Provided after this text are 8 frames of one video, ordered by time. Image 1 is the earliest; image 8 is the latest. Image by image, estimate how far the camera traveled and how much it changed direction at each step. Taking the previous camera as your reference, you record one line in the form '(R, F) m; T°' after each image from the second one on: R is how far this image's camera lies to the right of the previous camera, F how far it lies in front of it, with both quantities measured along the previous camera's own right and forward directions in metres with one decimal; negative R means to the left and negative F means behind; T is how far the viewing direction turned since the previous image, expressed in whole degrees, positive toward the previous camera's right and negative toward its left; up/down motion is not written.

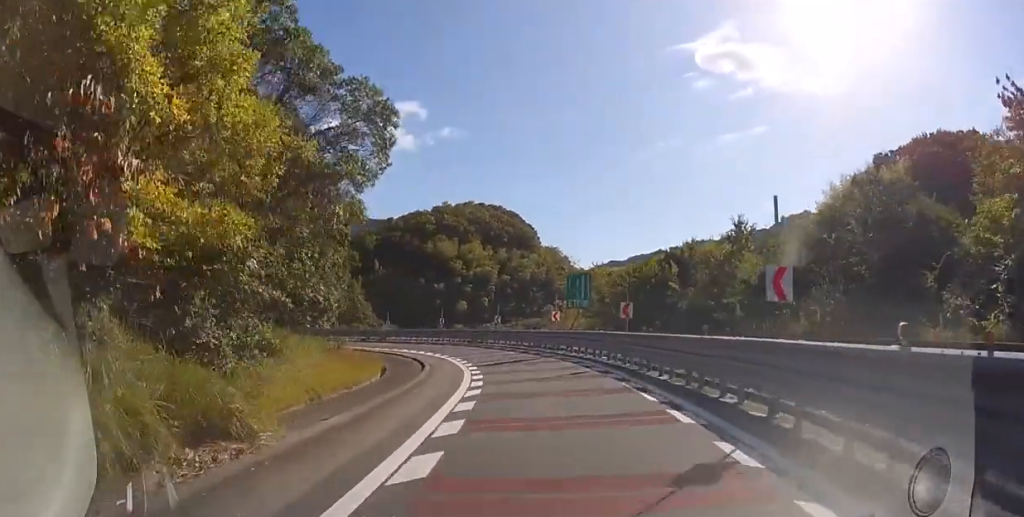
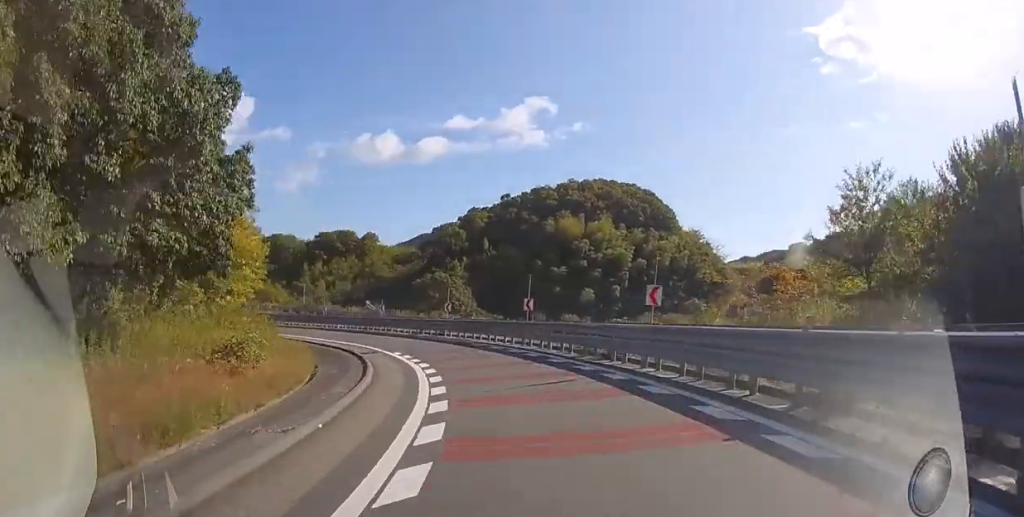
(-2.2, +23.9) m; -13°
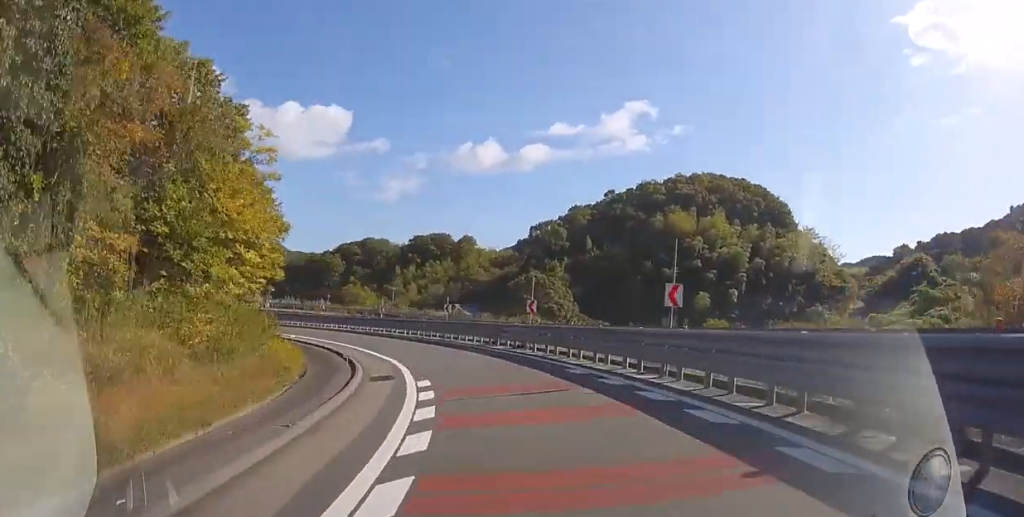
(-0.9, +11.1) m; -11°
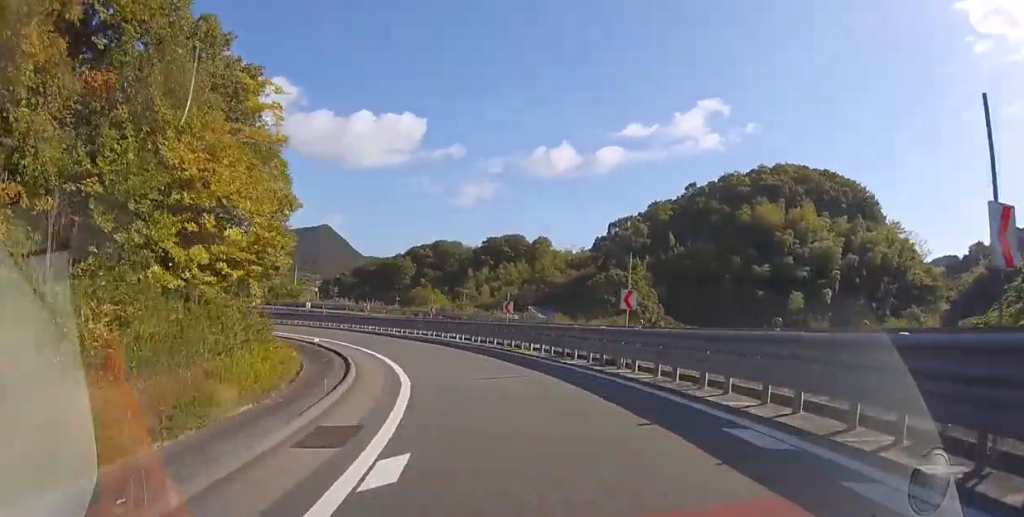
(-0.3, +7.6) m; -8°
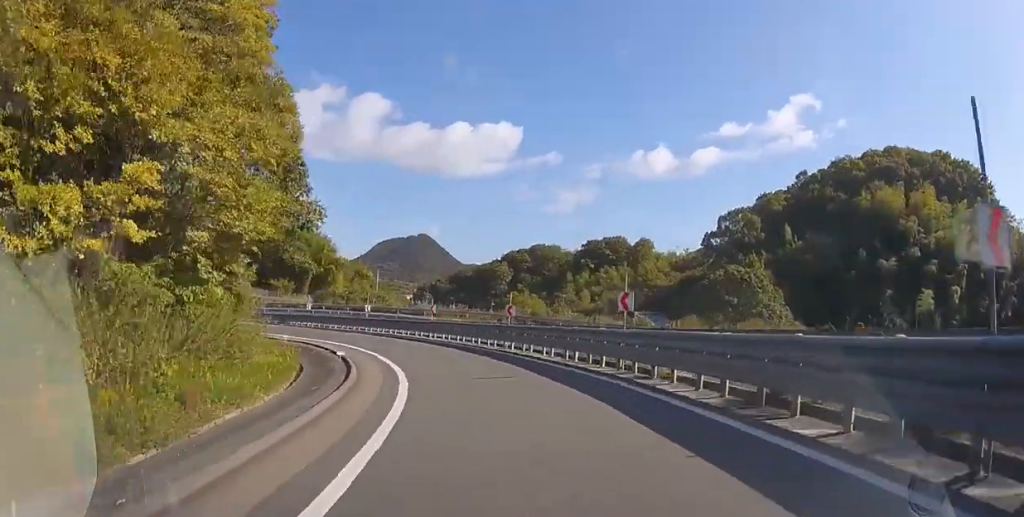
(-0.9, +9.1) m; -11°
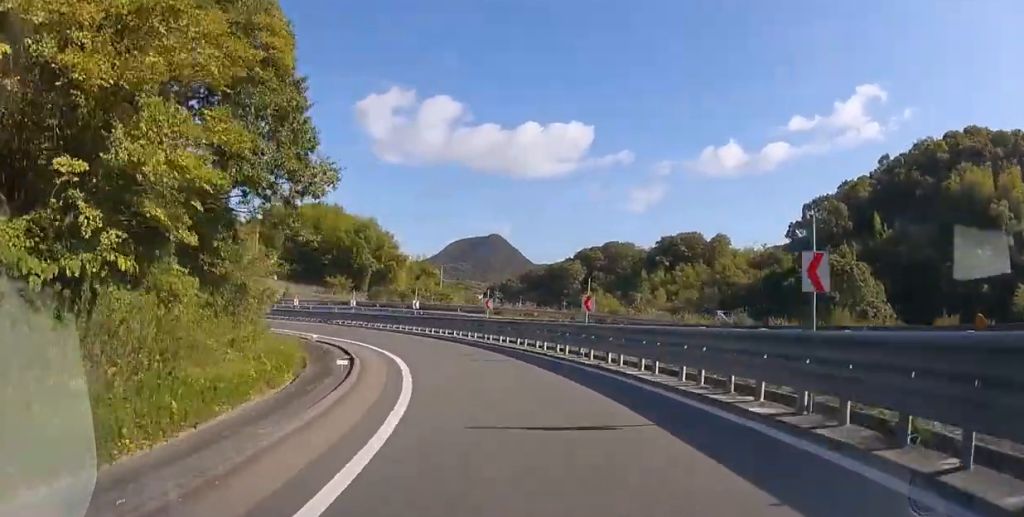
(-0.7, +6.5) m; -8°
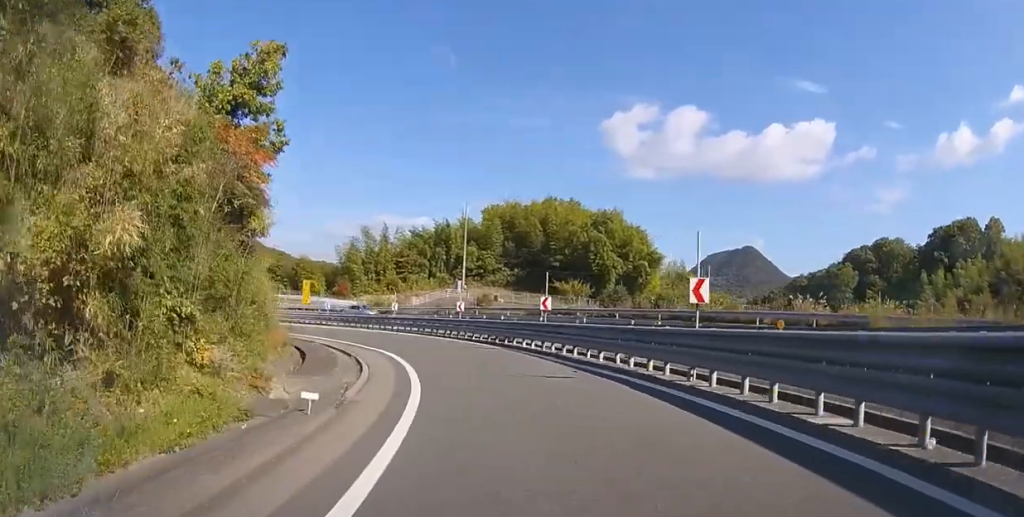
(-5.9, +22.3) m; -29°
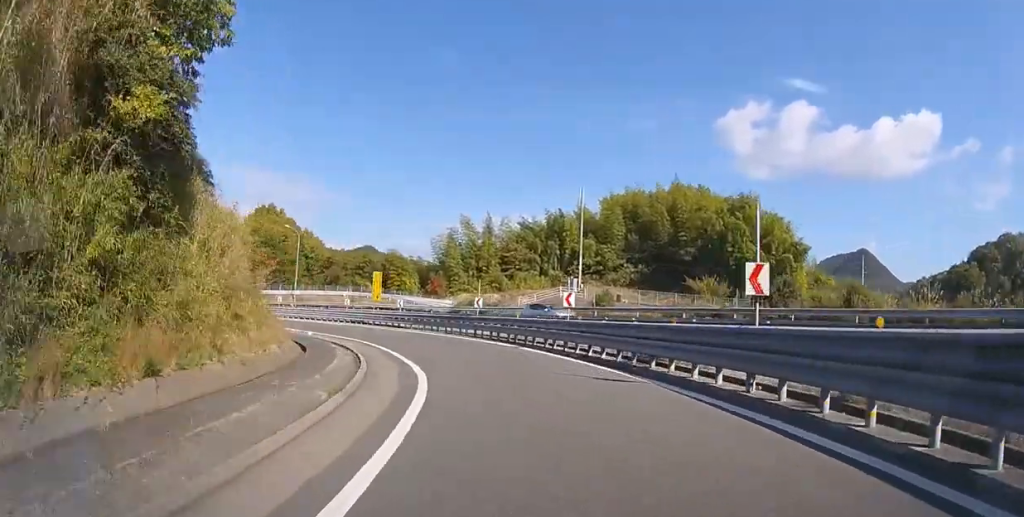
(-1.2, +11.0) m; -13°
